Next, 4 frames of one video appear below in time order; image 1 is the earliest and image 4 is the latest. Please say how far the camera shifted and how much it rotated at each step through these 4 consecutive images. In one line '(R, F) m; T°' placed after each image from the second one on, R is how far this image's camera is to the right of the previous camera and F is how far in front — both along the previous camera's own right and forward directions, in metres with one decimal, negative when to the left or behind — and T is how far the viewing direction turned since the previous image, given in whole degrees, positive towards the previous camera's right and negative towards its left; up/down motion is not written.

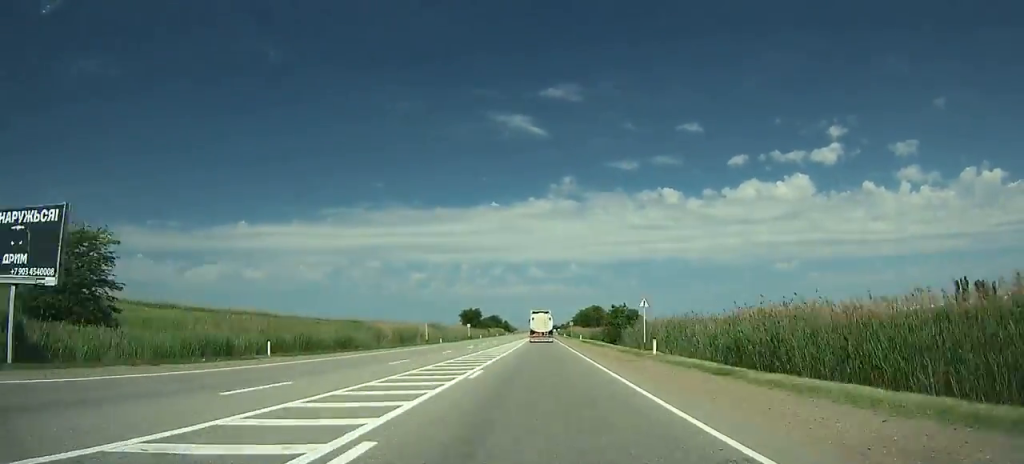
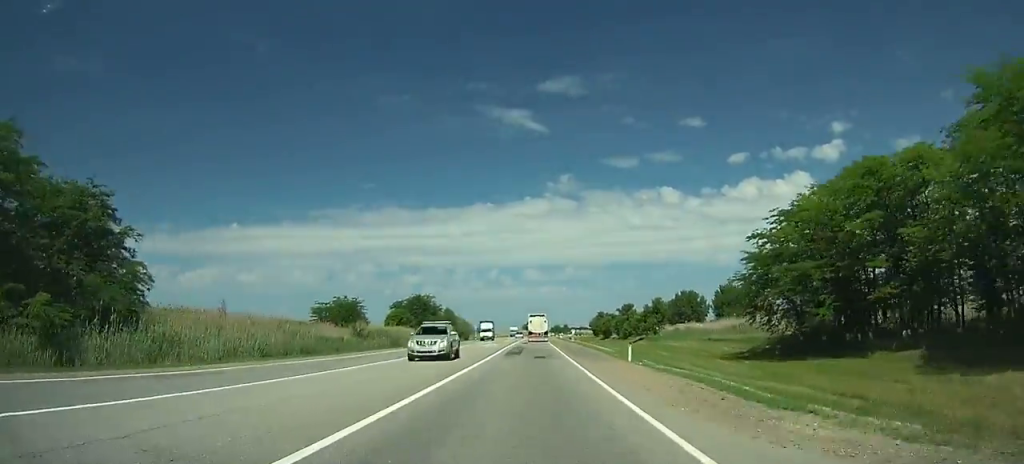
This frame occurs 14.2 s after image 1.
(+2.5, +302.3) m; +1°
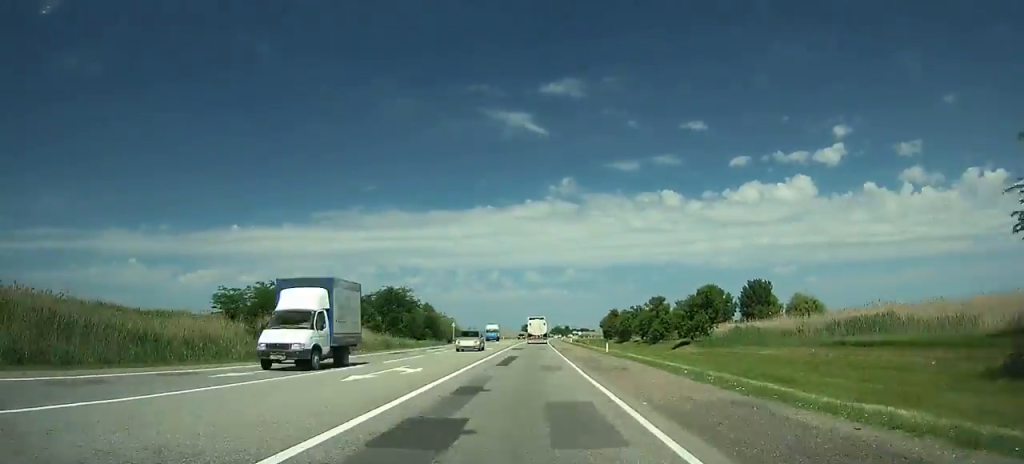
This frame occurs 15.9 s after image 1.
(-0.2, +37.1) m; 0°
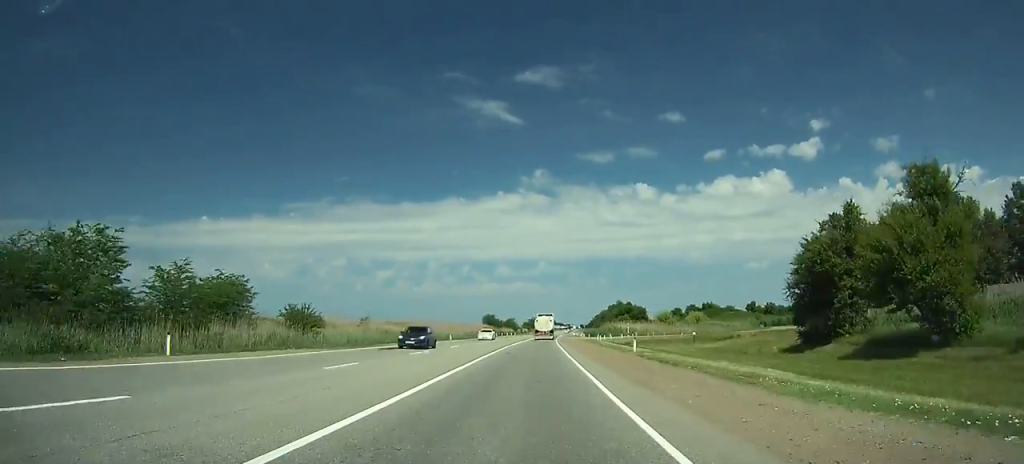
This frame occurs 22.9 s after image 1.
(+2.2, +157.0) m; +3°
